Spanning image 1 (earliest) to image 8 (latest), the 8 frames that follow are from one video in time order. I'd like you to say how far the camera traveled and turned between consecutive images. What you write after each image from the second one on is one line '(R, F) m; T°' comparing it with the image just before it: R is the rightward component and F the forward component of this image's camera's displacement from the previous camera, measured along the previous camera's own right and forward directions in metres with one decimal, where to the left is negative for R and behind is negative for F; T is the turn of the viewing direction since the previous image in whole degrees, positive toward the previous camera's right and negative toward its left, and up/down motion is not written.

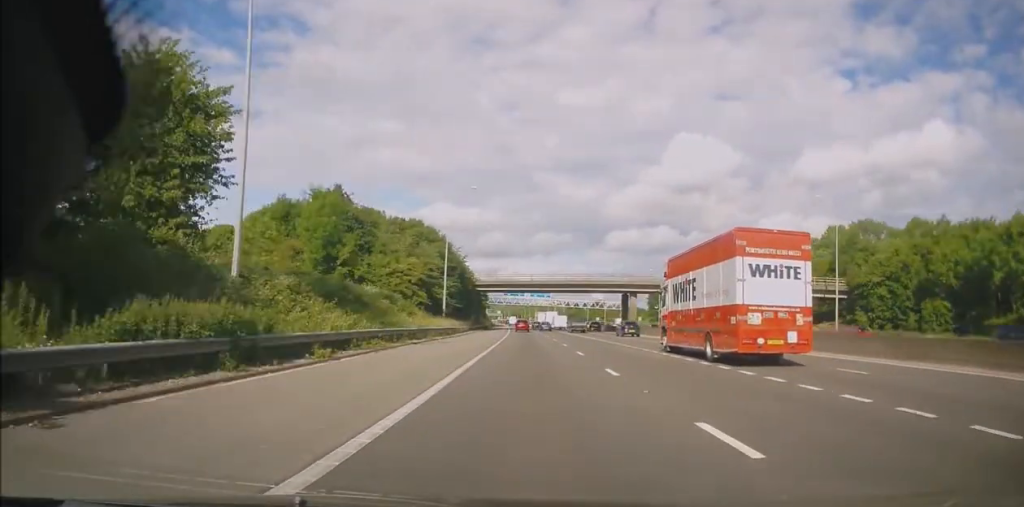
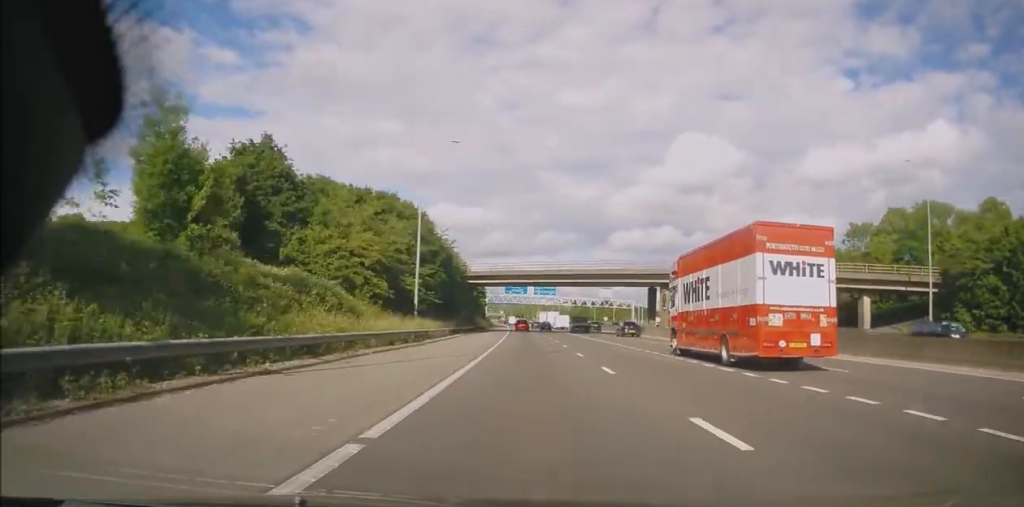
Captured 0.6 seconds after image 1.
(0.0, +17.4) m; 0°
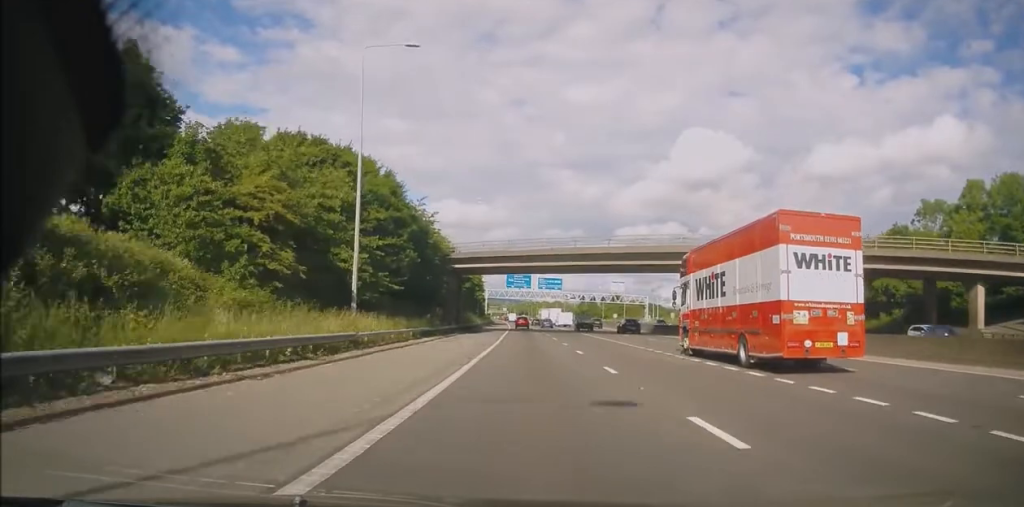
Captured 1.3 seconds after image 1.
(-0.1, +17.4) m; -1°
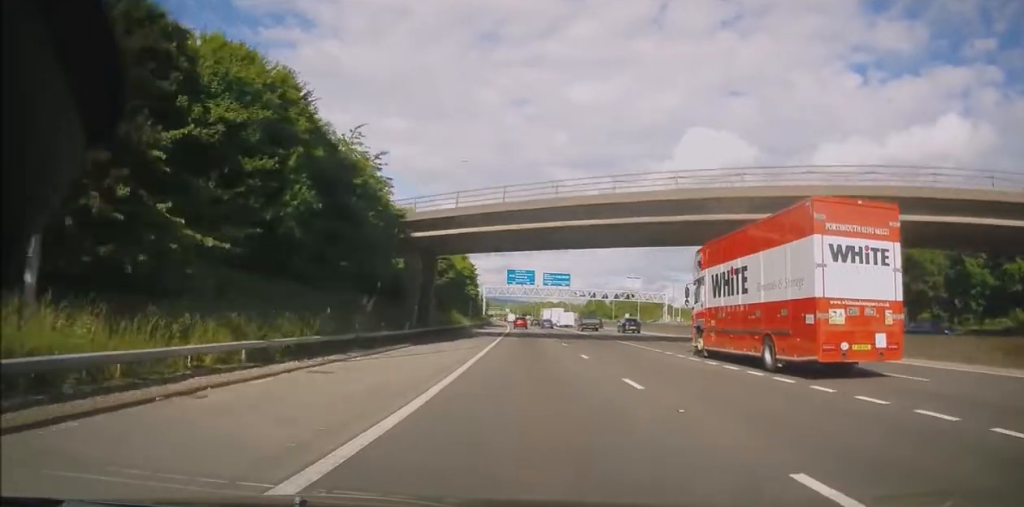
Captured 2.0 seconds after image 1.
(-0.2, +21.2) m; 0°
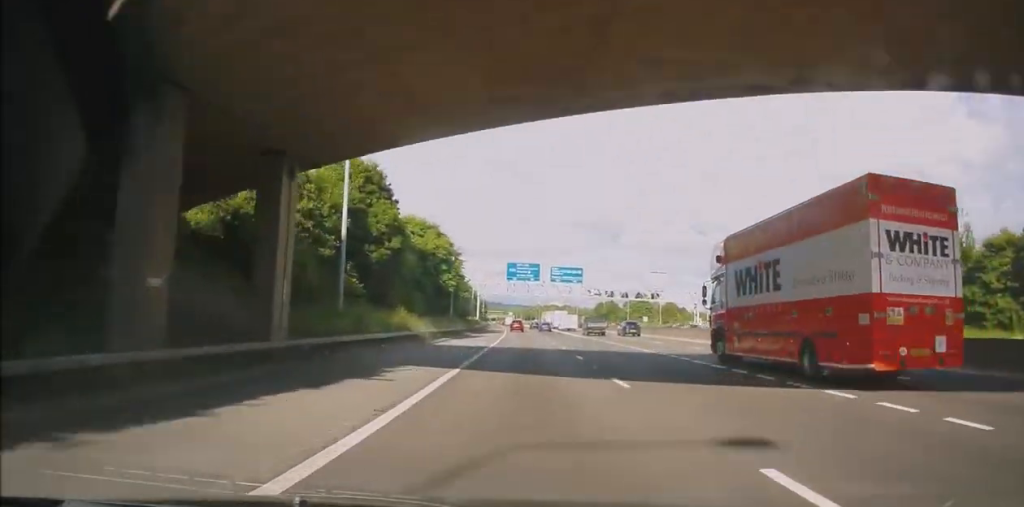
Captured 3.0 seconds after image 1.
(-0.1, +27.8) m; 0°
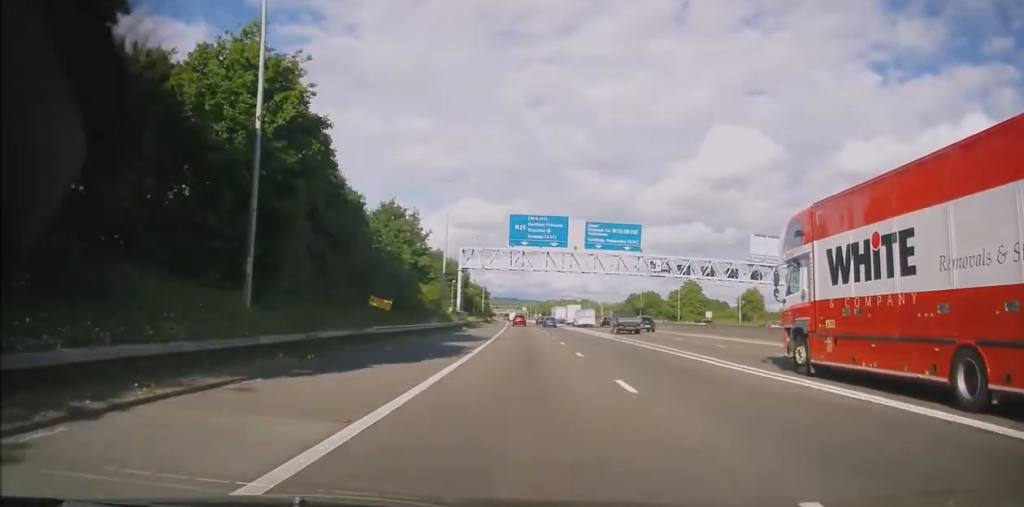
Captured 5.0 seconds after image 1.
(-0.3, +55.4) m; -1°
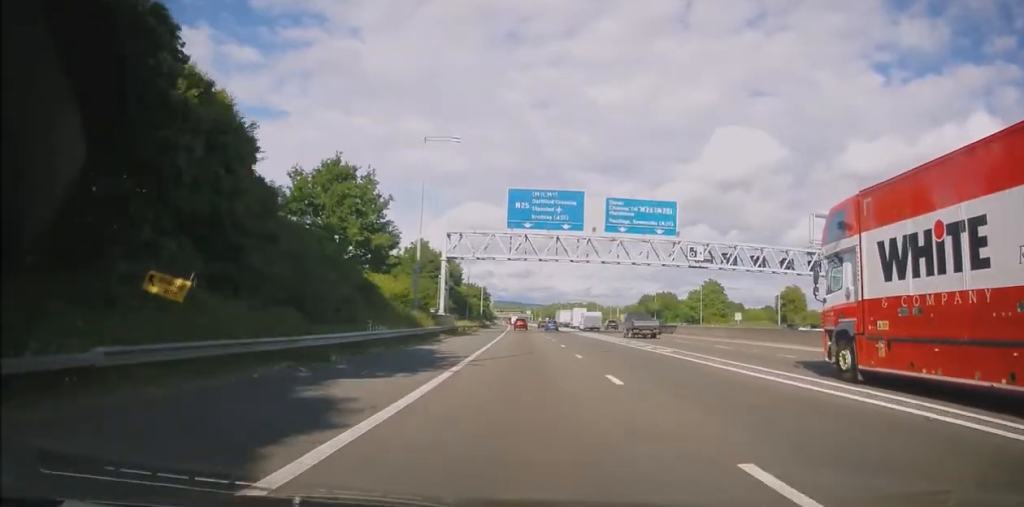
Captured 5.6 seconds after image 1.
(+0.1, +16.8) m; 0°
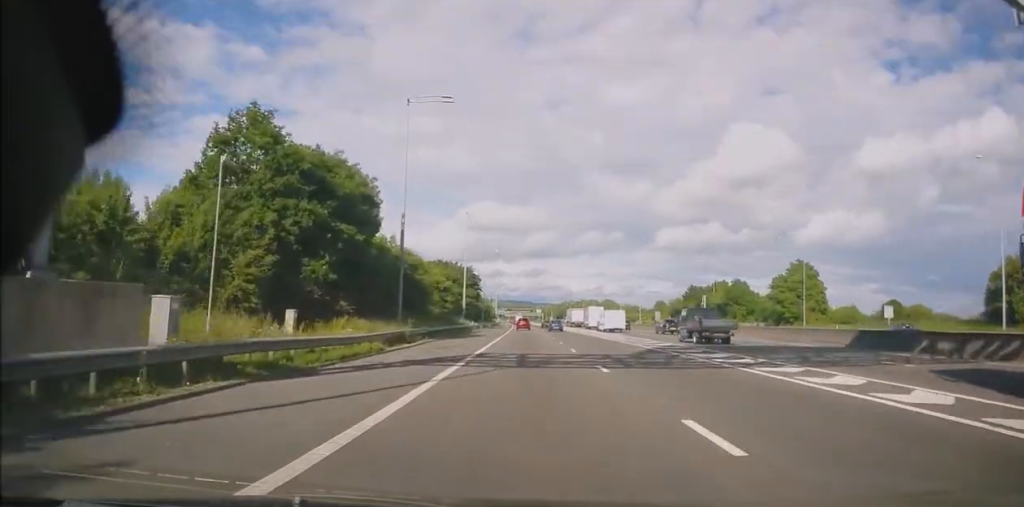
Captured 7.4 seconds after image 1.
(-0.8, +50.7) m; -2°
